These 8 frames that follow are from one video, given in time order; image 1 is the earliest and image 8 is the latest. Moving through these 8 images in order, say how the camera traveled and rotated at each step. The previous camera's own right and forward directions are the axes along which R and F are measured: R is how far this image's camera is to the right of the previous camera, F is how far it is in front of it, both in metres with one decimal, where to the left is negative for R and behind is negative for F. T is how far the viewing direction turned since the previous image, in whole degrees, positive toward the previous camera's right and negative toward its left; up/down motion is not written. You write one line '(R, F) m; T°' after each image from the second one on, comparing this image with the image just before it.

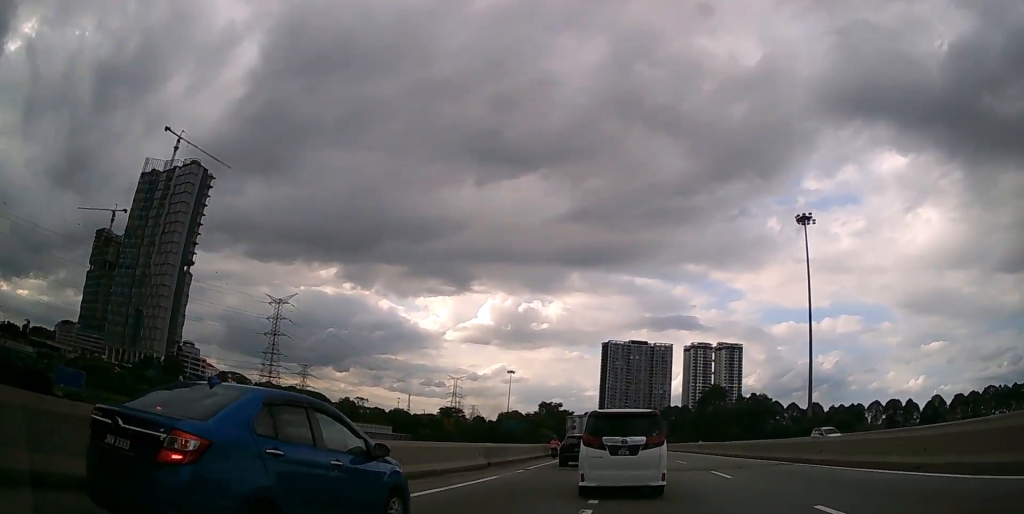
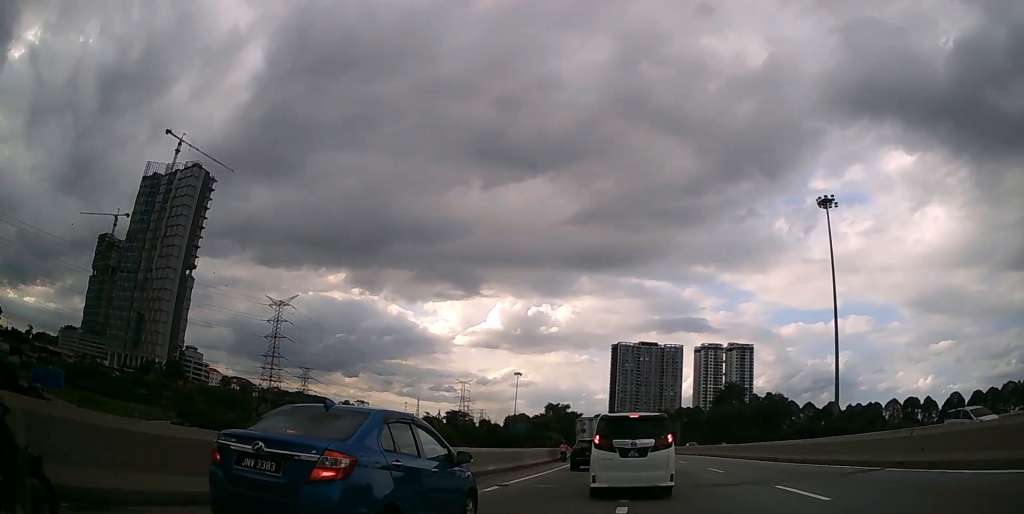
(-0.1, +7.3) m; -1°
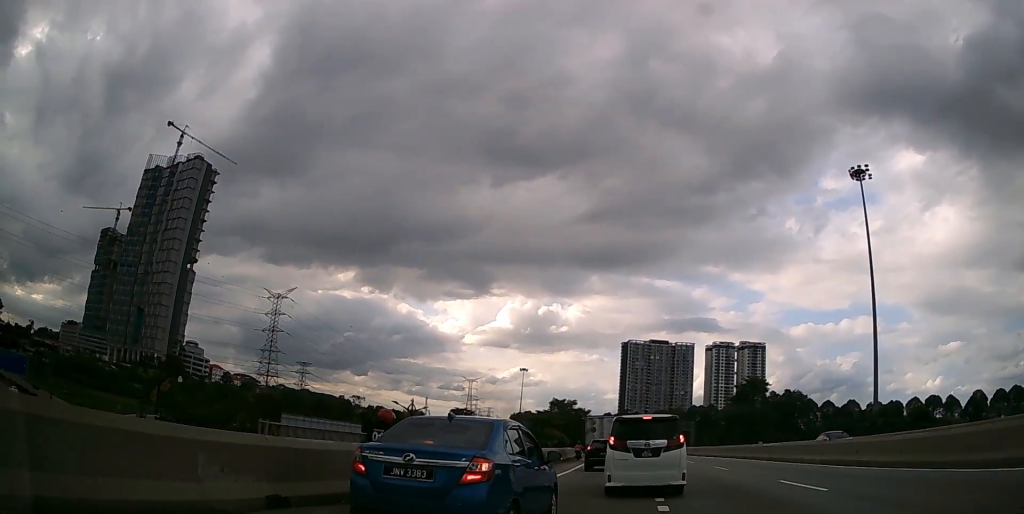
(-0.1, +10.3) m; -1°
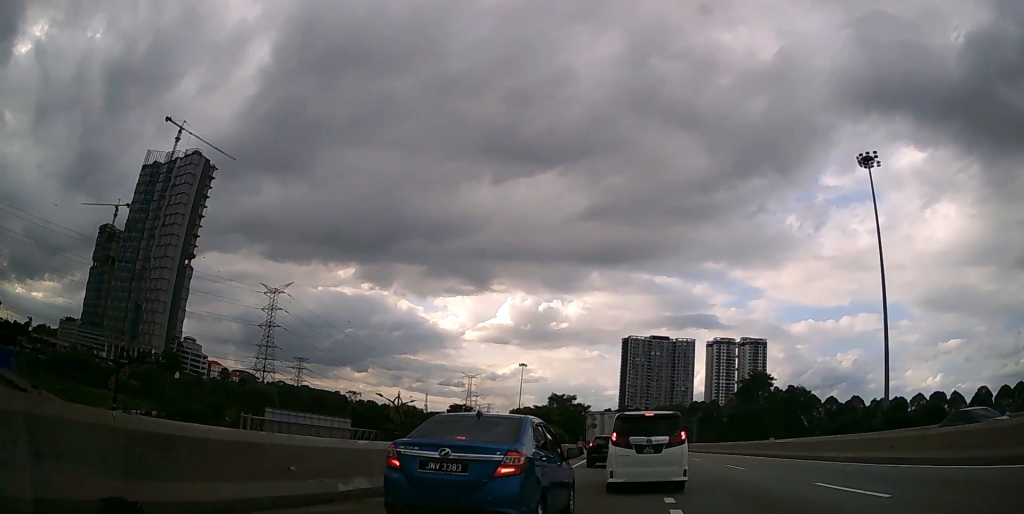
(0.0, +3.0) m; 0°
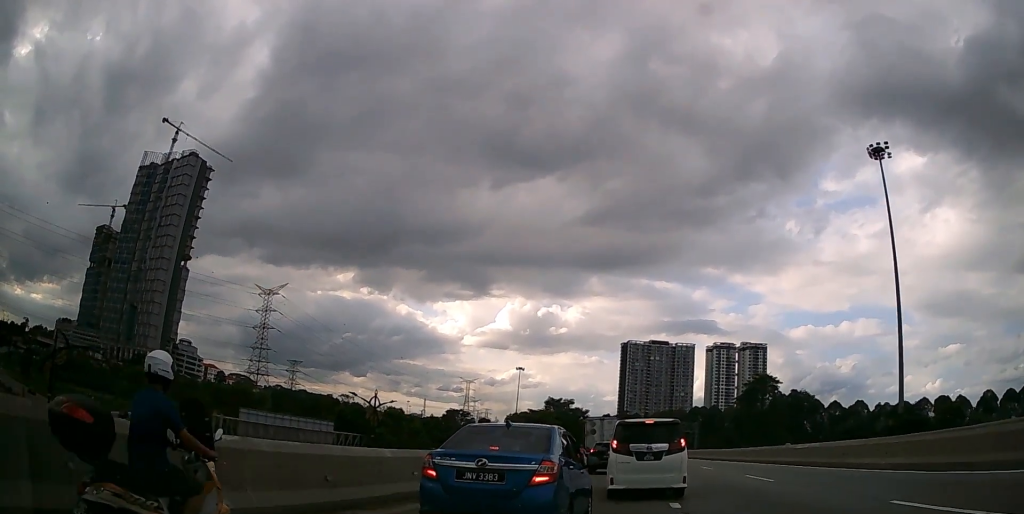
(0.0, +4.2) m; 0°
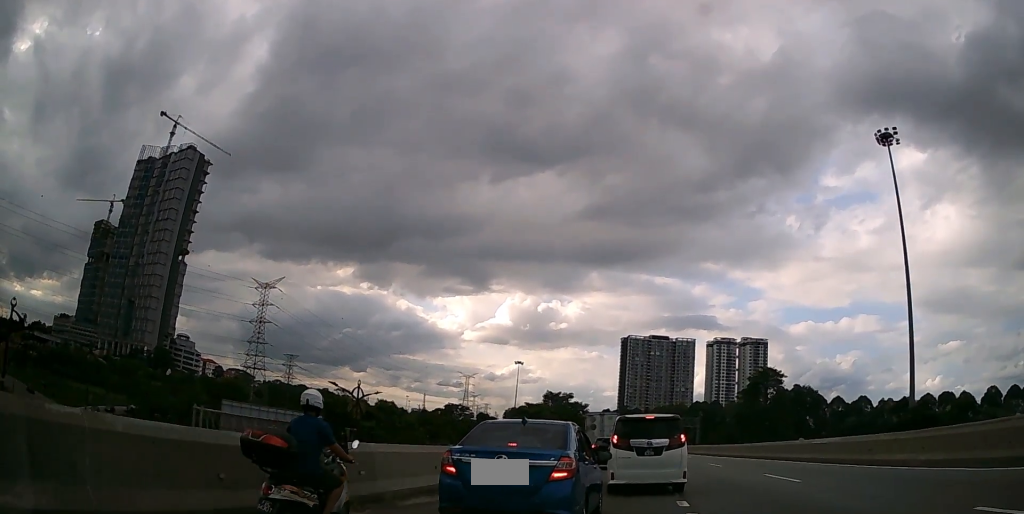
(0.0, +2.5) m; 0°
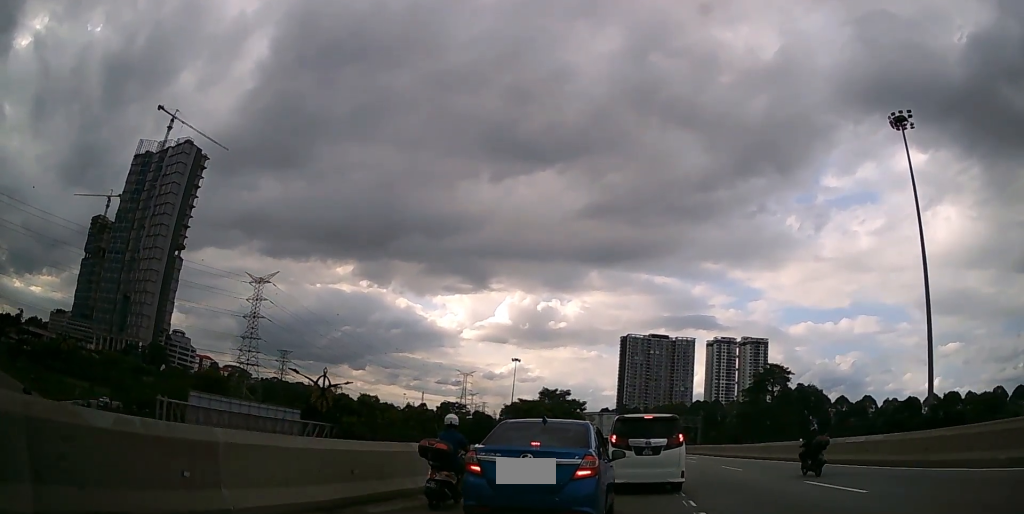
(0.0, +4.5) m; +1°
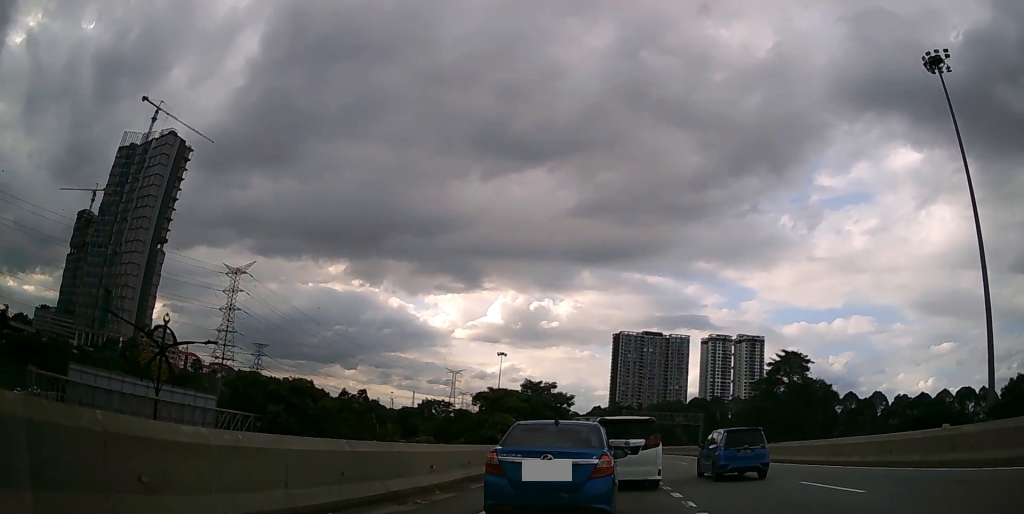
(+0.2, +12.1) m; +1°
